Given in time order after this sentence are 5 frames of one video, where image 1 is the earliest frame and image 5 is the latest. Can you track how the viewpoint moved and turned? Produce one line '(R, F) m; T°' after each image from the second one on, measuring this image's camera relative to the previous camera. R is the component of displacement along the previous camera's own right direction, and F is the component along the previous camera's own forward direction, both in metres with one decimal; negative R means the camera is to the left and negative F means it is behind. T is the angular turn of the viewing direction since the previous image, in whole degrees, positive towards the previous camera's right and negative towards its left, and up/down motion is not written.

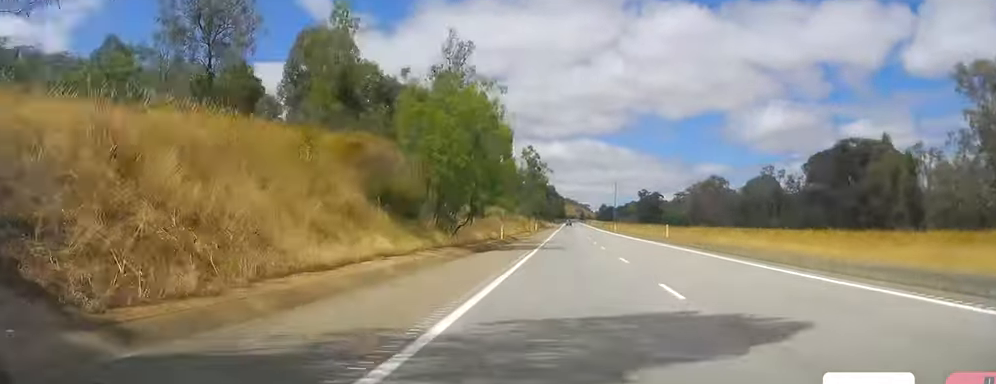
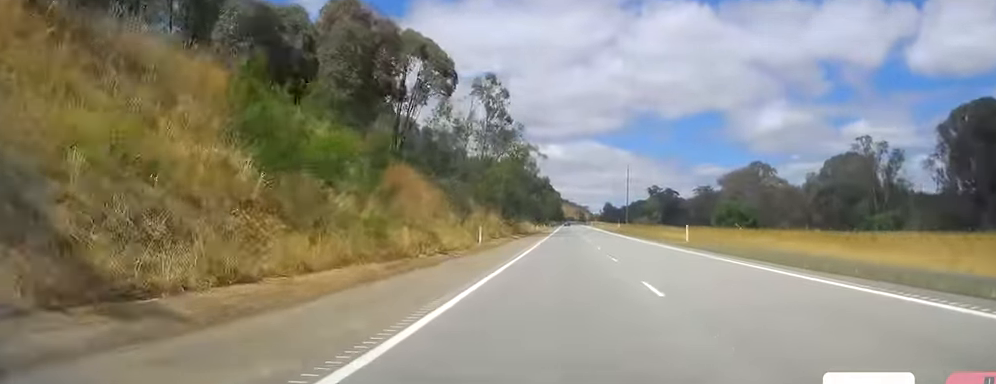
(-0.3, +71.6) m; 0°
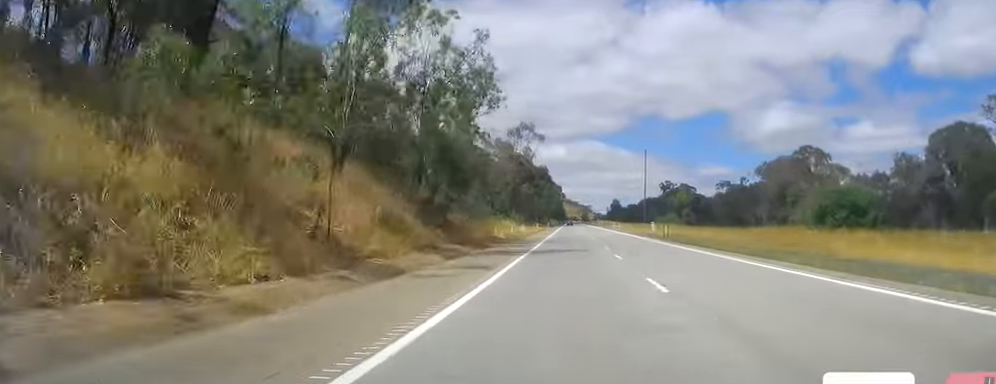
(+0.7, +47.7) m; +1°
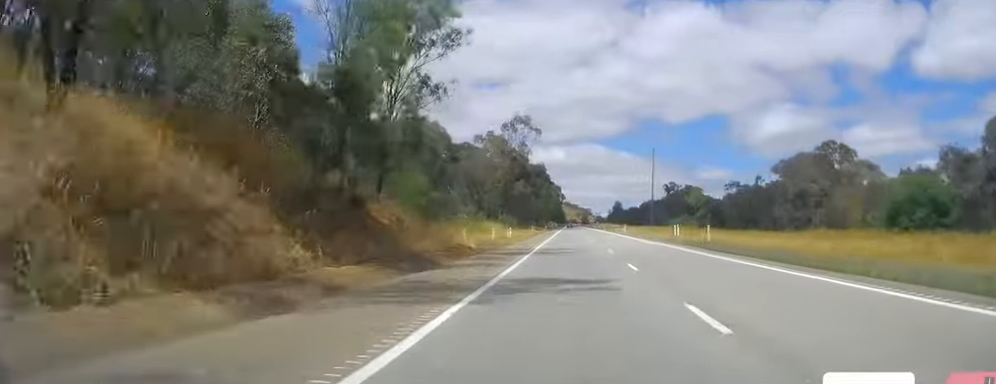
(+0.1, +17.2) m; -1°
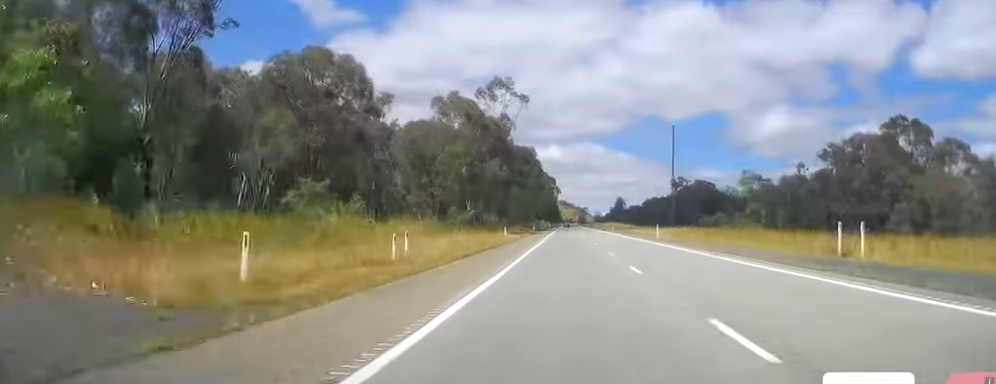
(-0.4, +39.1) m; 0°
